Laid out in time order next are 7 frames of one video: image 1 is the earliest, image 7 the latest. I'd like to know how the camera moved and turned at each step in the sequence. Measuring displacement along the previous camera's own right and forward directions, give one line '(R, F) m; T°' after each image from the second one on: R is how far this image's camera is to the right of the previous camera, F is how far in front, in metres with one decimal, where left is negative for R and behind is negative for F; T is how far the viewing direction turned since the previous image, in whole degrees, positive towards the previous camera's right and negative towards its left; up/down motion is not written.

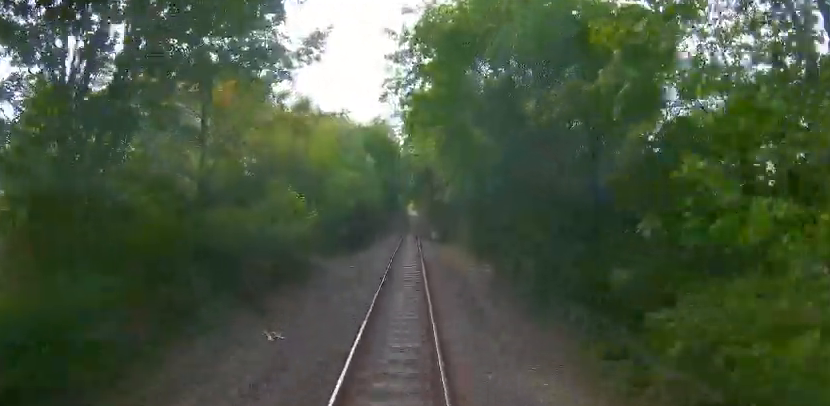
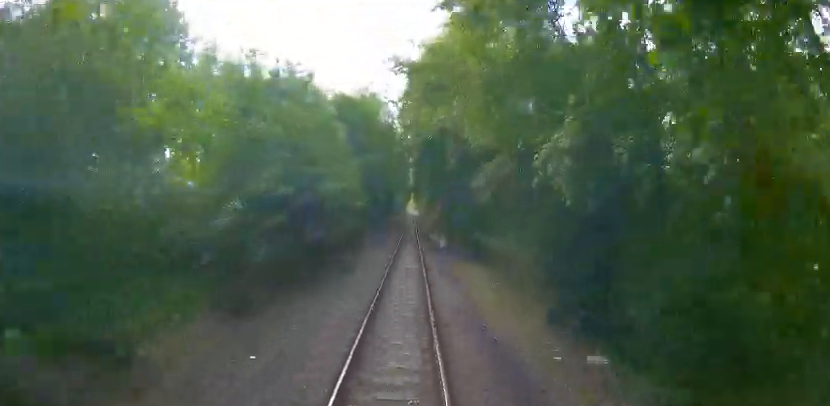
(-0.3, +14.5) m; -2°
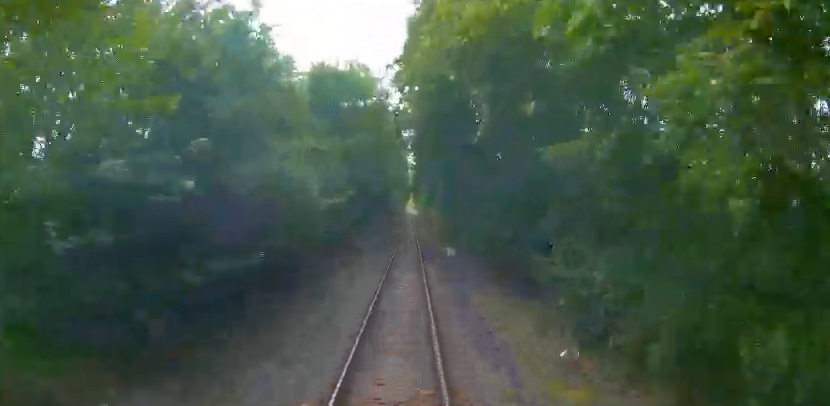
(0.0, +8.3) m; 0°
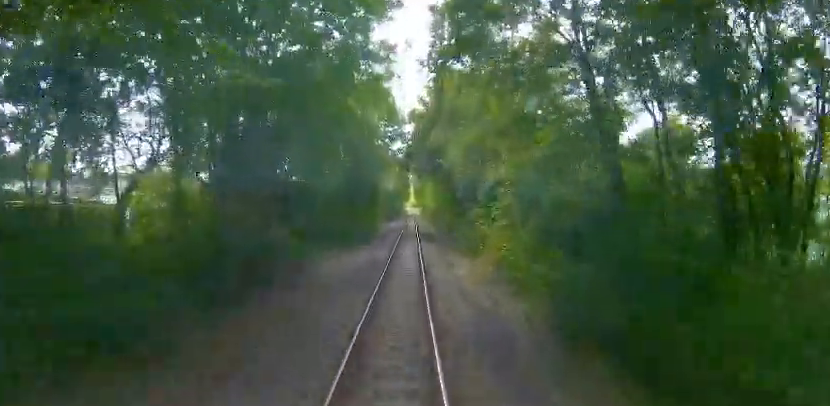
(+2.1, +42.9) m; +3°
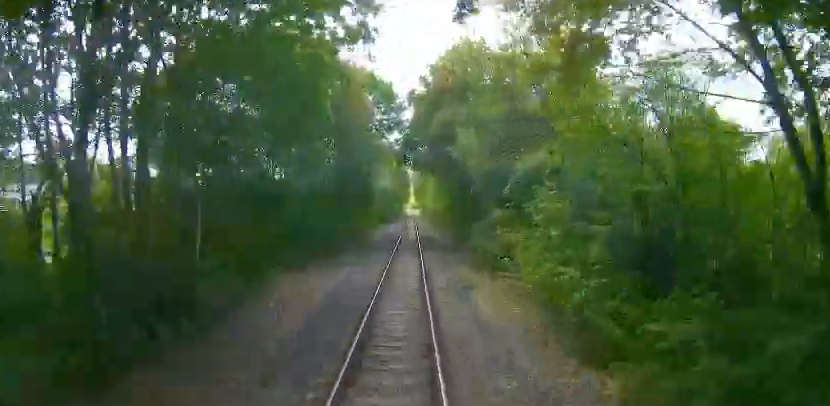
(-0.7, +6.3) m; -1°
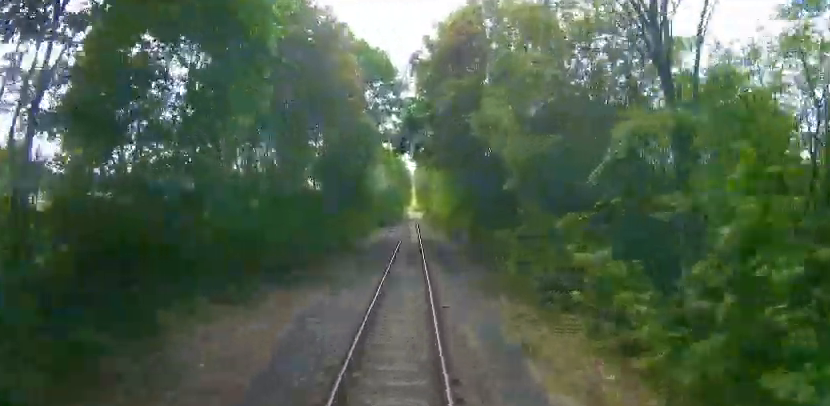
(-0.7, +7.5) m; -1°
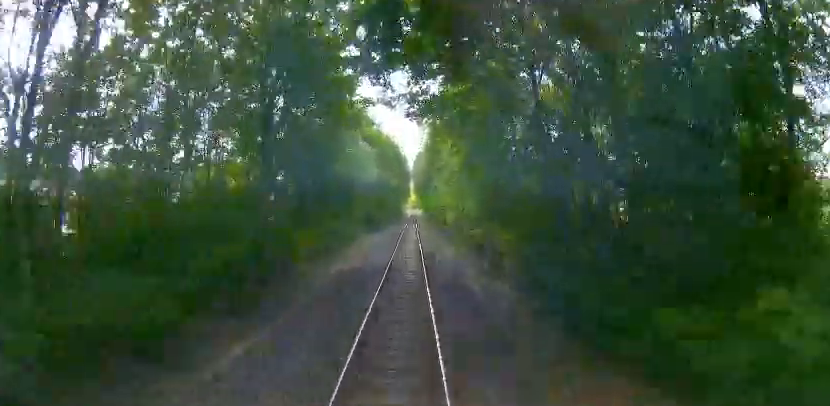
(+1.0, +13.2) m; +2°
